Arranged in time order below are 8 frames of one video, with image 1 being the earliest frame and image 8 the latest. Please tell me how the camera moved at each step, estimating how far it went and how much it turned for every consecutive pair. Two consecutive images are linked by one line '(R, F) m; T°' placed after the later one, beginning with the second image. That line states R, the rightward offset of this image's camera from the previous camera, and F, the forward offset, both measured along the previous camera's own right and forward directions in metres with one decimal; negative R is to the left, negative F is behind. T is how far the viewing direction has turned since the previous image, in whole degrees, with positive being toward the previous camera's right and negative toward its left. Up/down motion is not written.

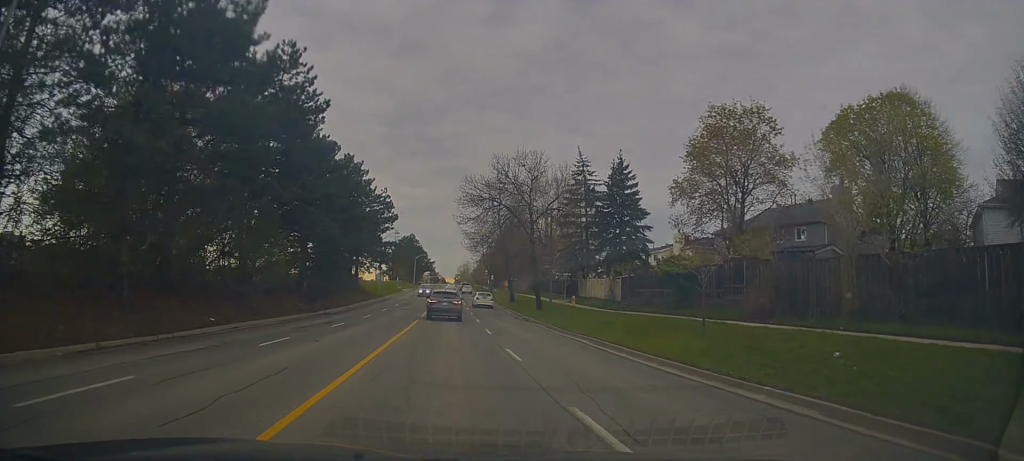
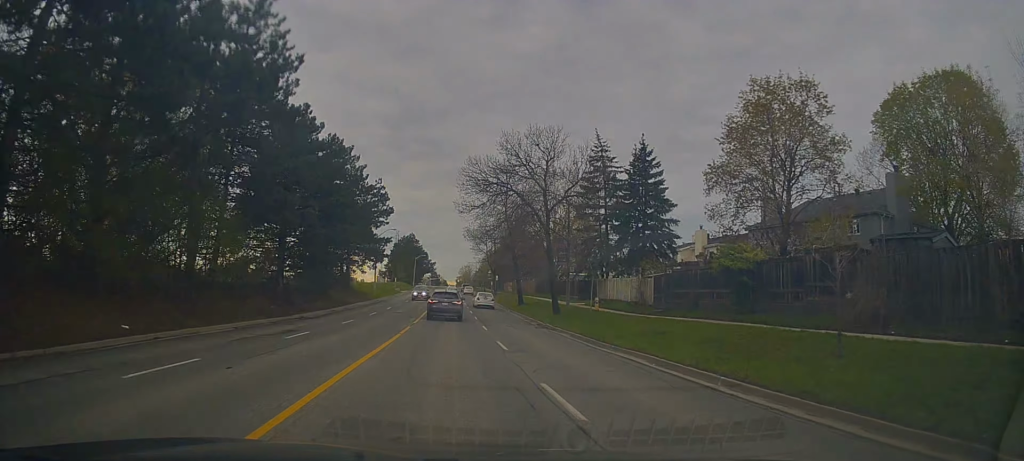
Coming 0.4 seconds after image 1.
(0.0, +6.3) m; 0°
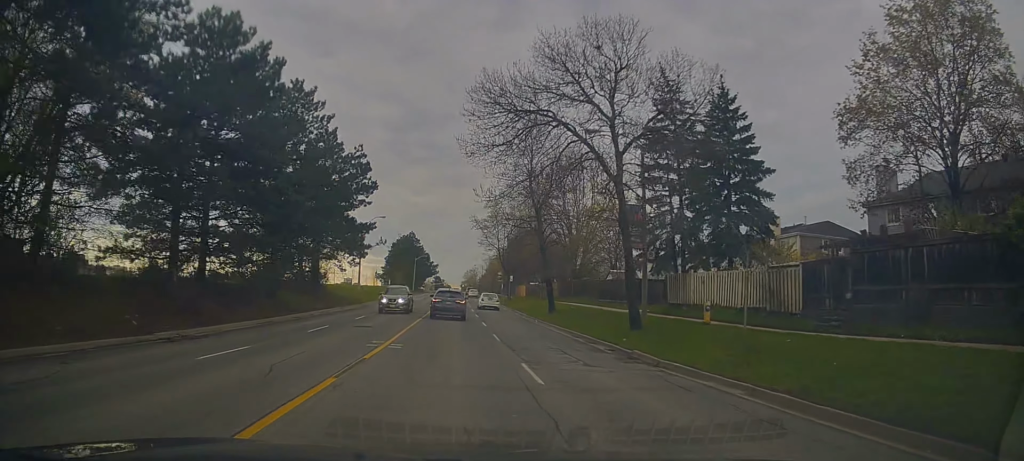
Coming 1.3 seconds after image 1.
(0.0, +14.4) m; 0°
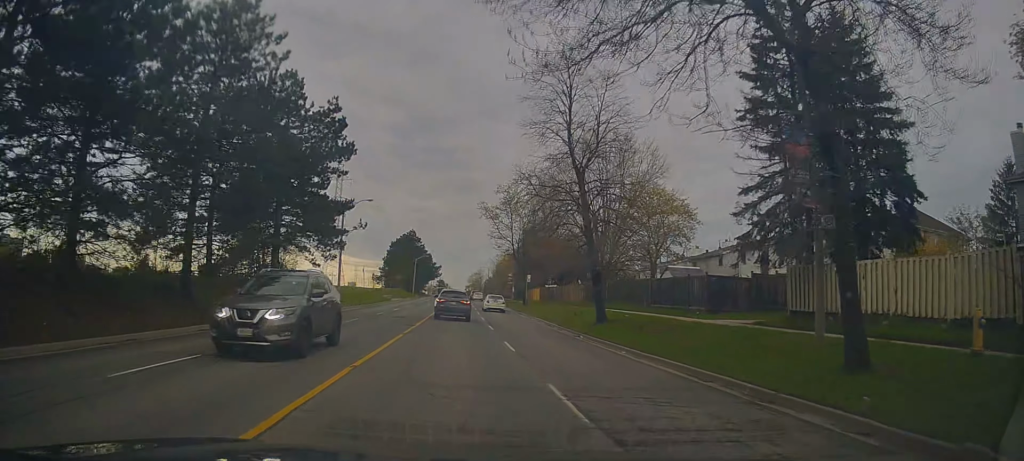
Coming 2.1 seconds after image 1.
(+0.2, +11.3) m; -1°
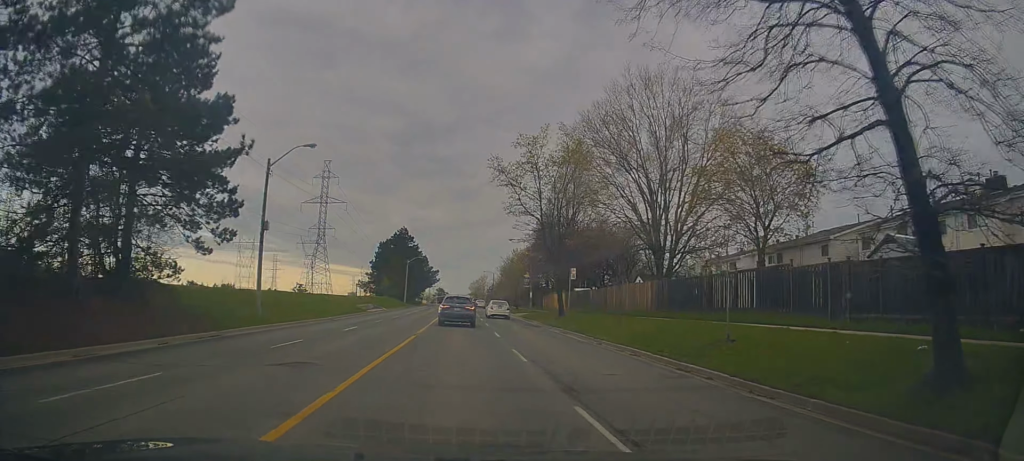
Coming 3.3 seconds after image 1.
(-0.4, +19.4) m; 0°
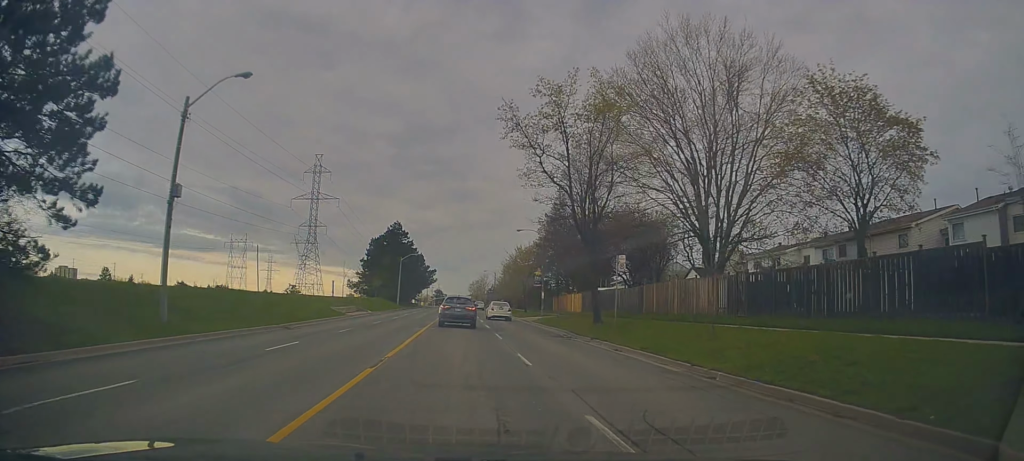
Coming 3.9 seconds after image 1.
(+0.4, +9.3) m; 0°
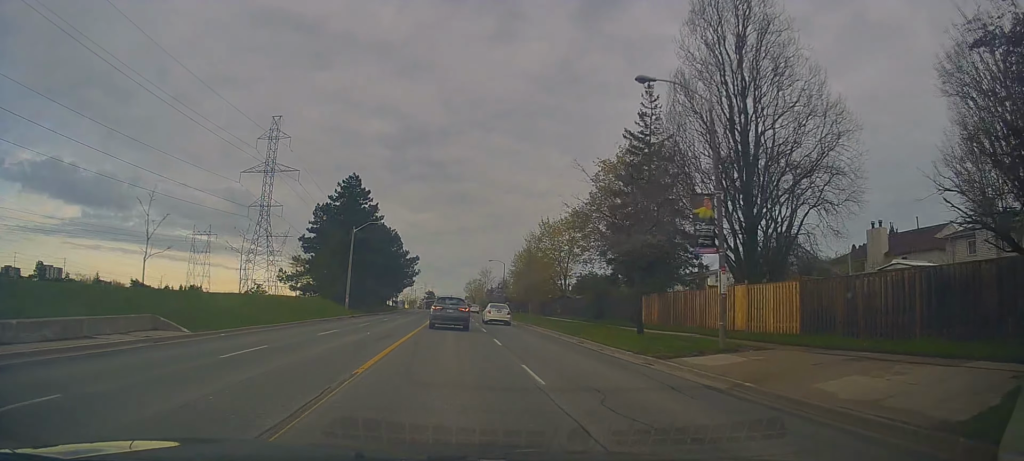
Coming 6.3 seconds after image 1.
(-0.1, +37.1) m; +2°
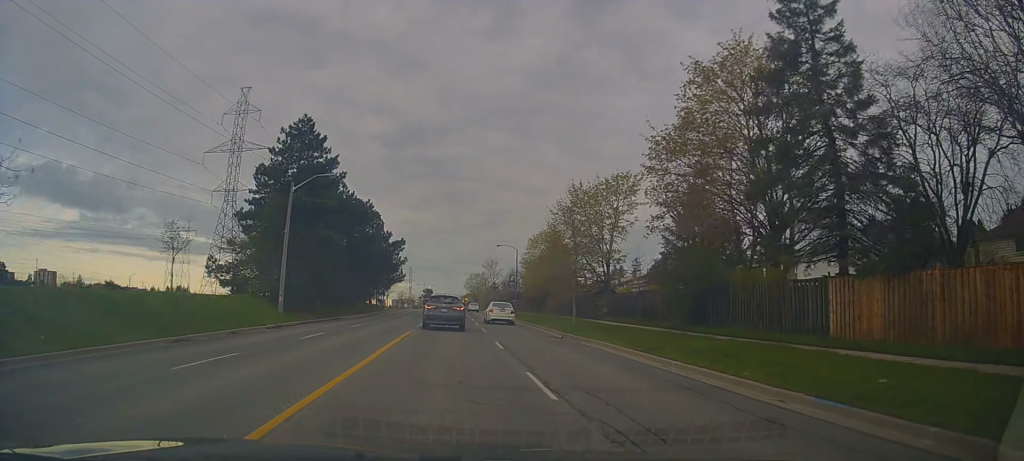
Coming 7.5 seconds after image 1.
(-0.2, +19.5) m; -1°
